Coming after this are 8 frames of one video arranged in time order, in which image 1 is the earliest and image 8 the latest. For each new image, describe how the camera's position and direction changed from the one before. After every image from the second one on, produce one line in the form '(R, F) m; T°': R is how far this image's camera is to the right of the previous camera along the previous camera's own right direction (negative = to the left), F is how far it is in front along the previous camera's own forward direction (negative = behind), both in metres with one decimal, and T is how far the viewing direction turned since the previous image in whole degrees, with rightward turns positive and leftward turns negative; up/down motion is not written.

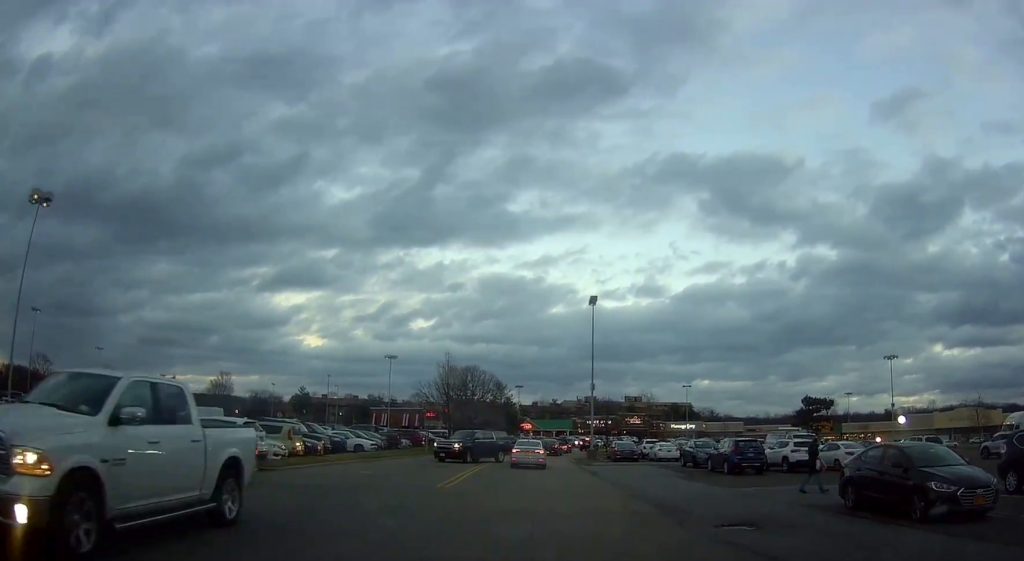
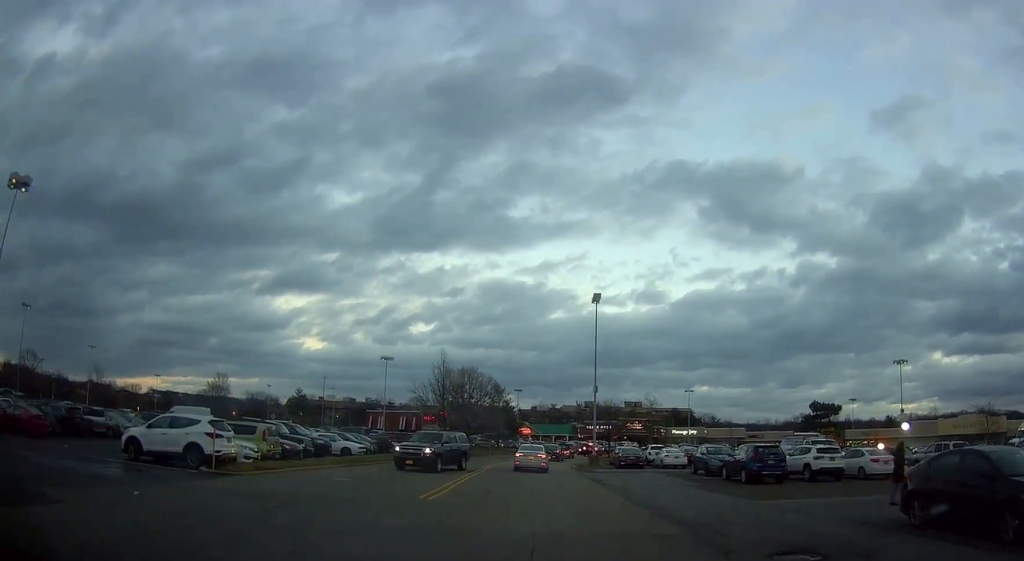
(0.0, +3.1) m; -3°
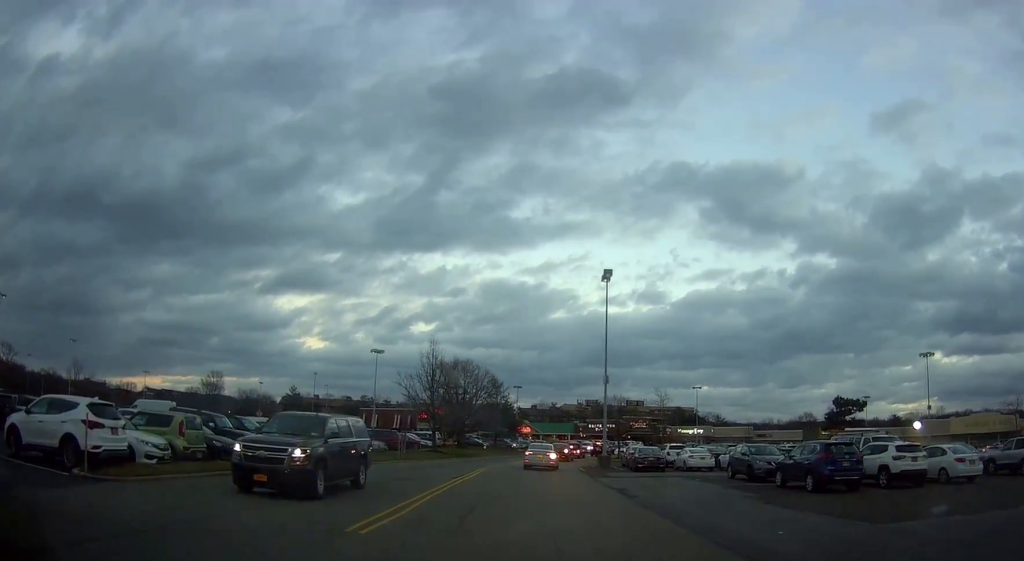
(-0.4, +7.0) m; 0°
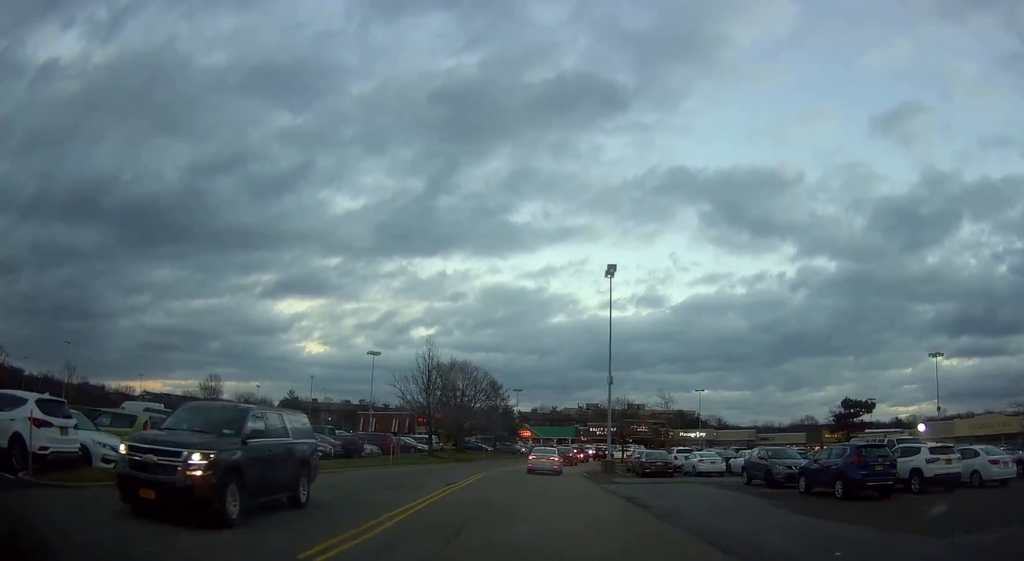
(0.0, +2.1) m; +1°
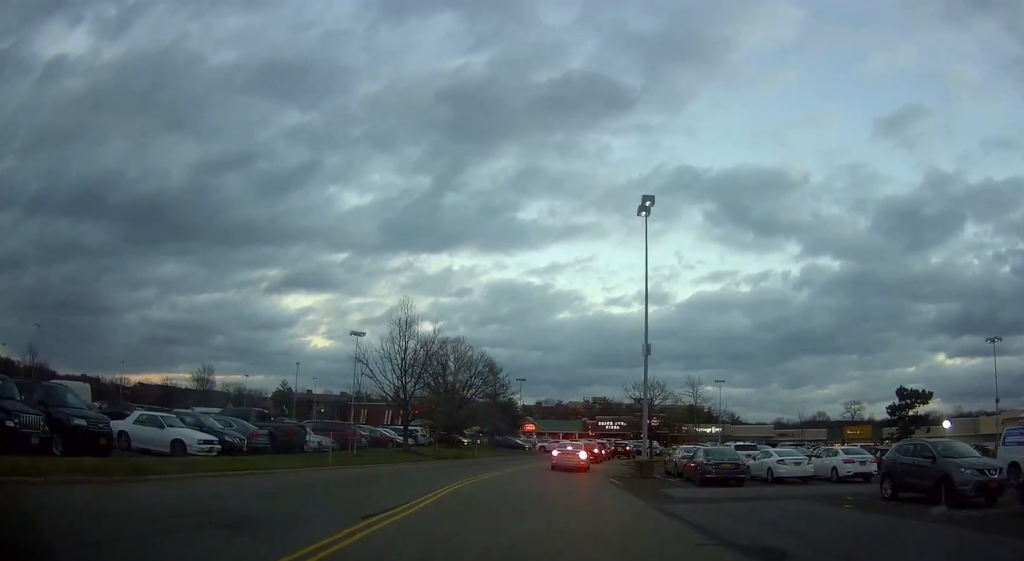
(0.0, +10.7) m; 0°
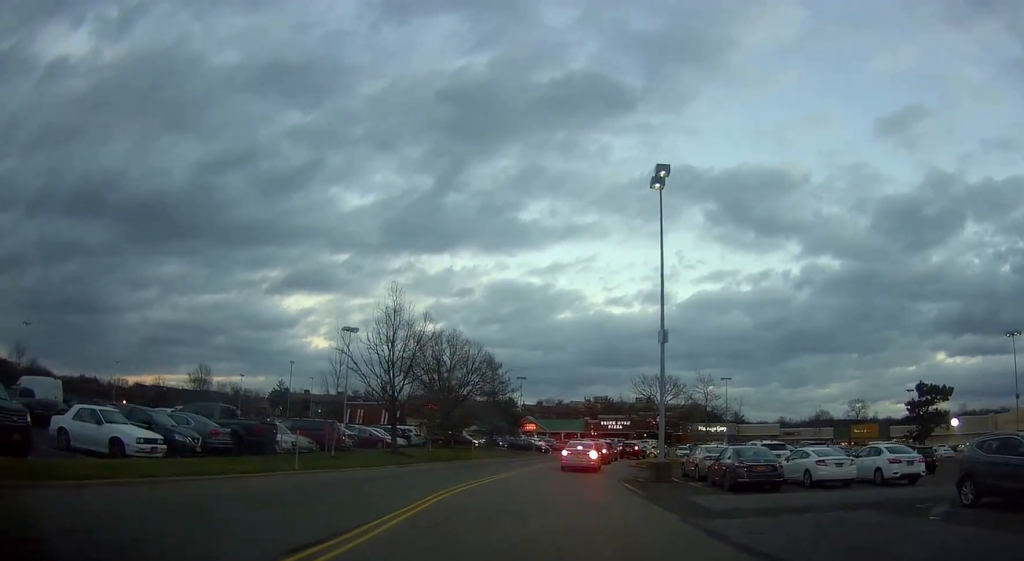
(+0.3, +3.5) m; 0°
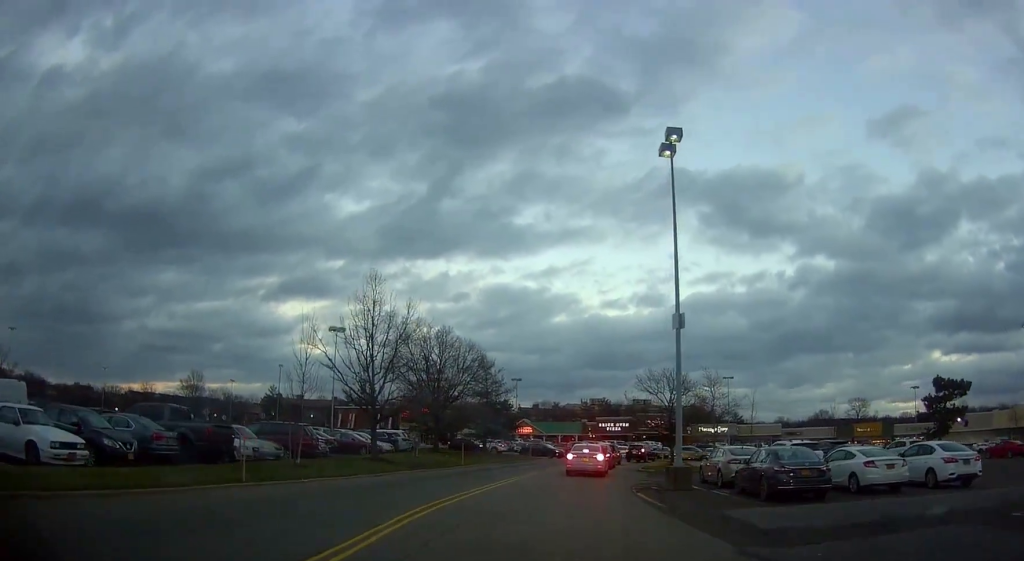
(-0.2, +3.5) m; -3°
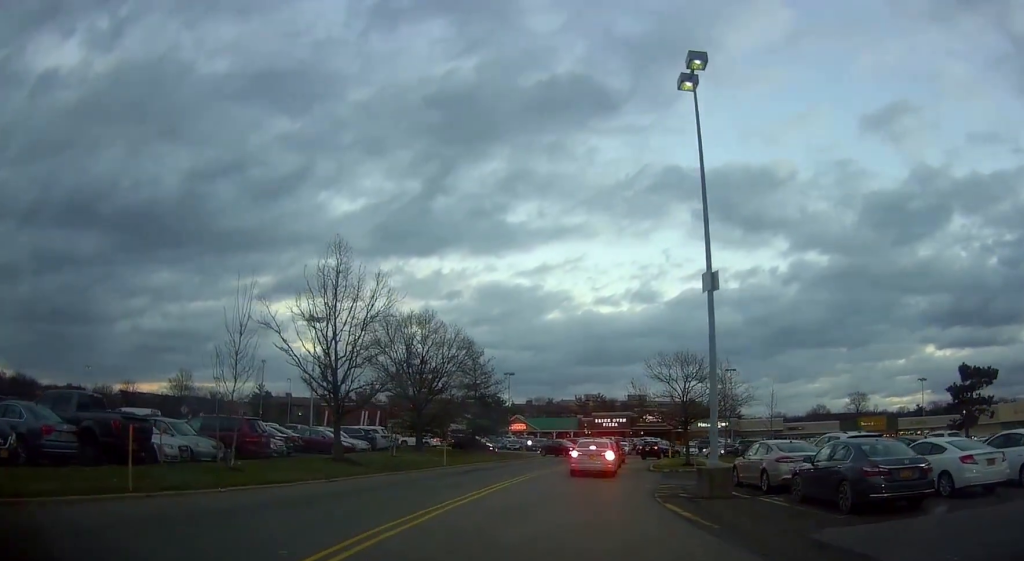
(-0.2, +4.7) m; -2°
